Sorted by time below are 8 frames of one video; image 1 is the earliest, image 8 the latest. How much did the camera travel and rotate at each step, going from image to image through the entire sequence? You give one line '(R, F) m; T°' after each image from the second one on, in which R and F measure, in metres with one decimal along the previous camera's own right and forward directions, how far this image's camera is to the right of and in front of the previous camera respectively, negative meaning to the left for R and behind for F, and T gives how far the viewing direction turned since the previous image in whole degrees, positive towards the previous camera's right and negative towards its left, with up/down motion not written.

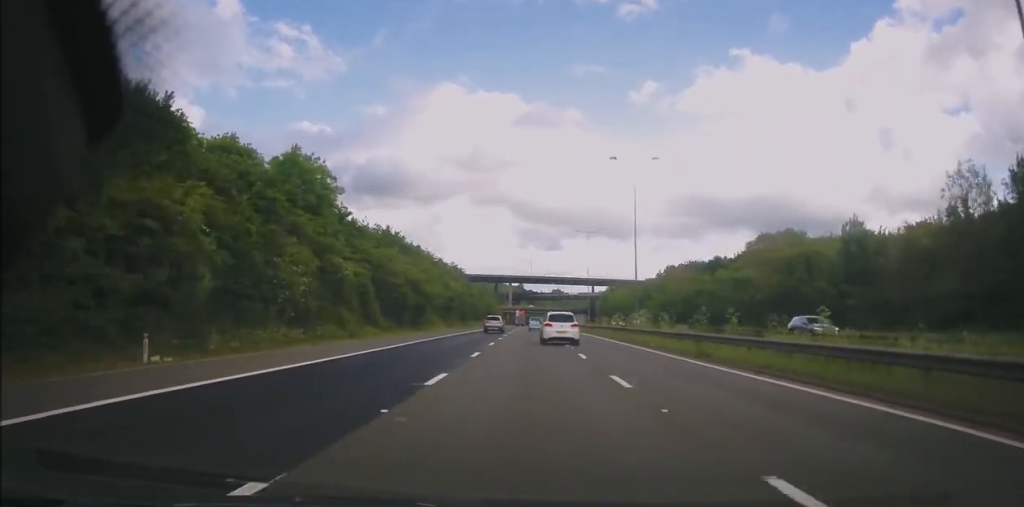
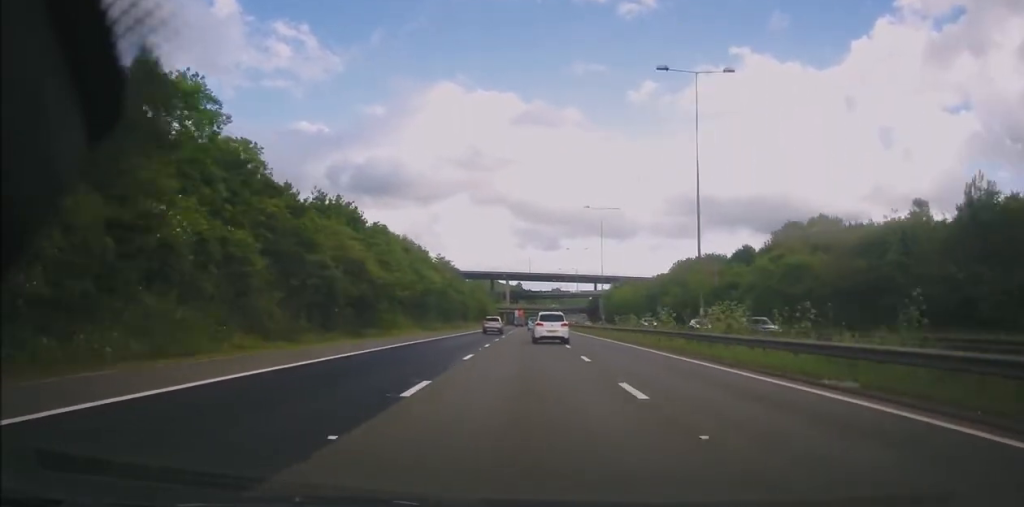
(+0.1, +19.6) m; 0°
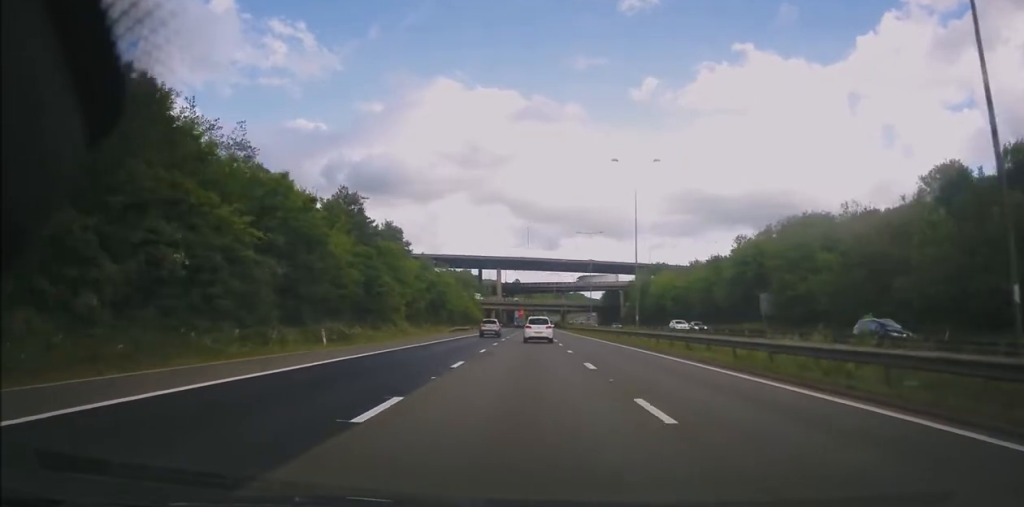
(+0.1, +65.1) m; 0°
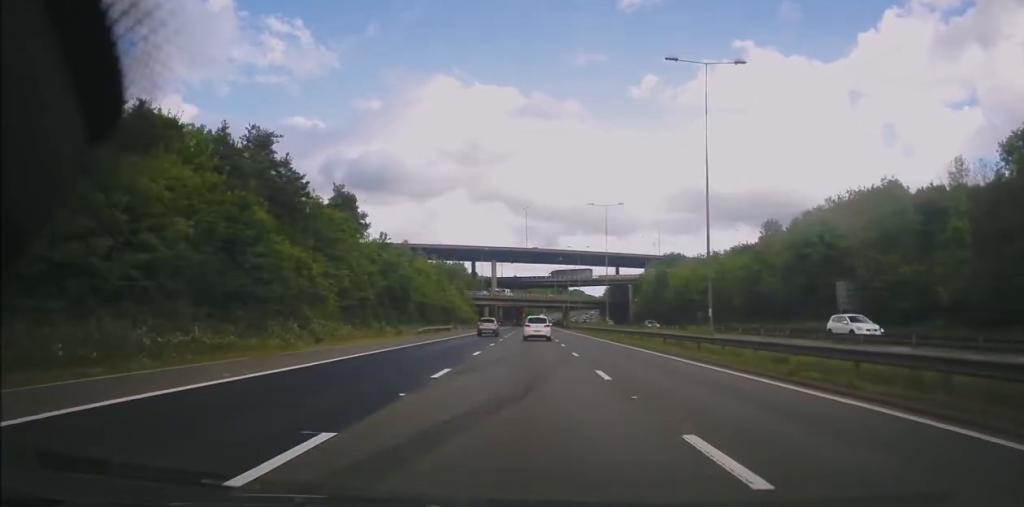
(0.0, +21.2) m; 0°
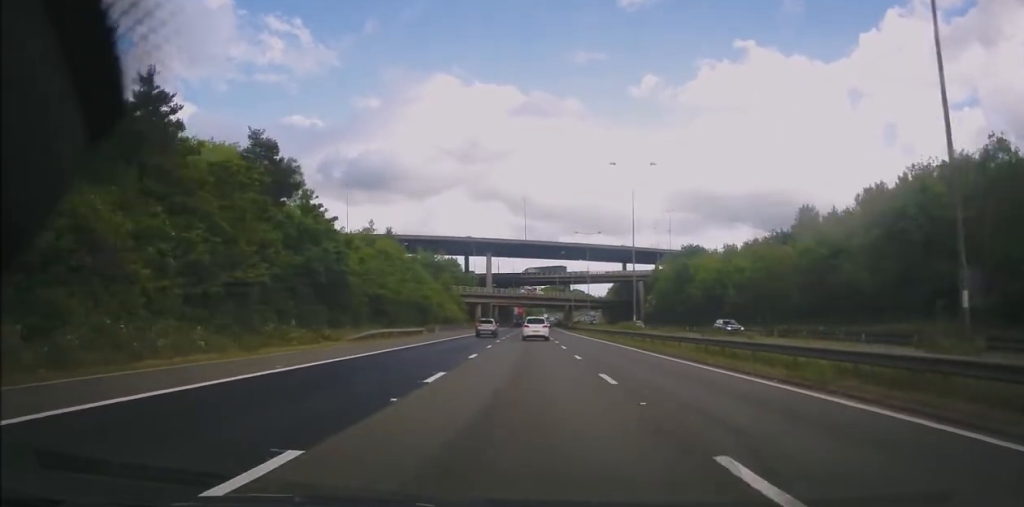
(0.0, +19.0) m; 0°
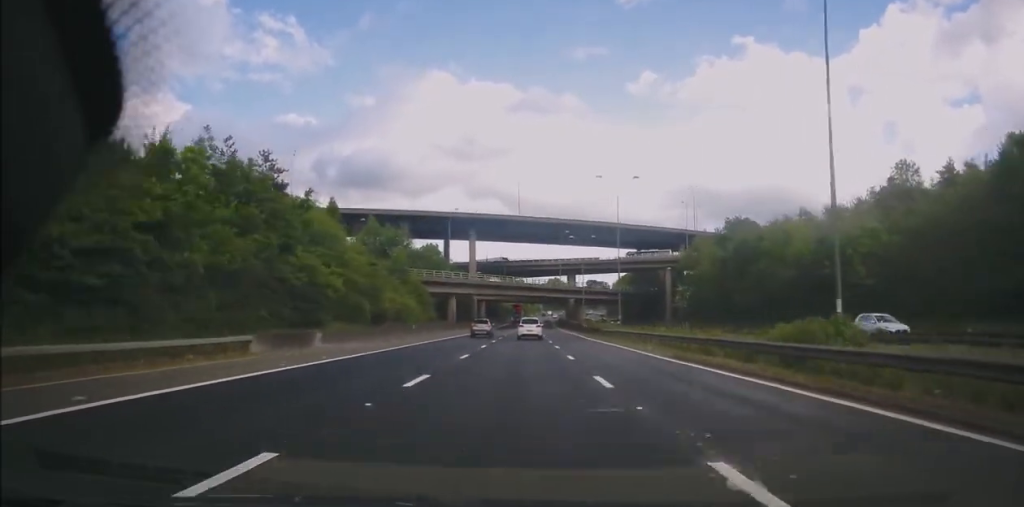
(0.0, +36.1) m; 0°
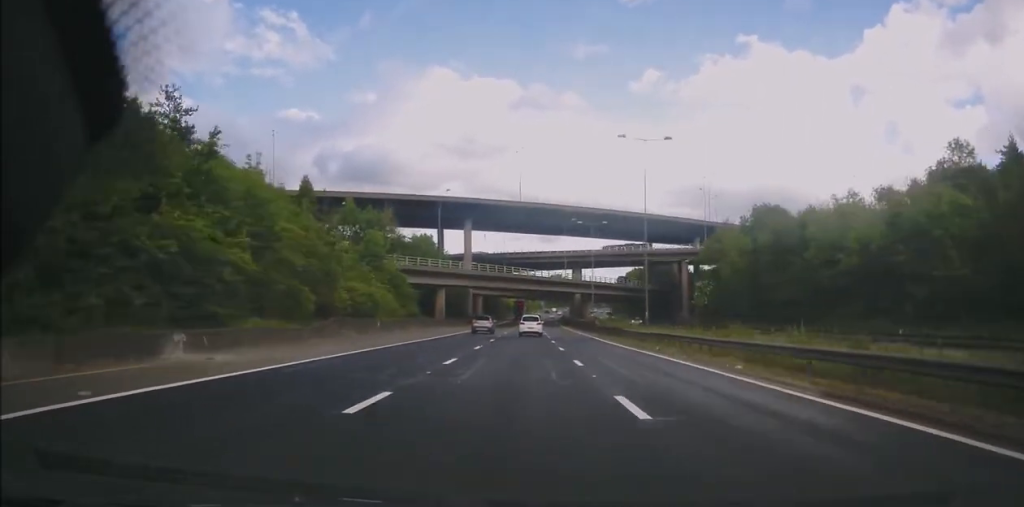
(0.0, +12.9) m; 0°
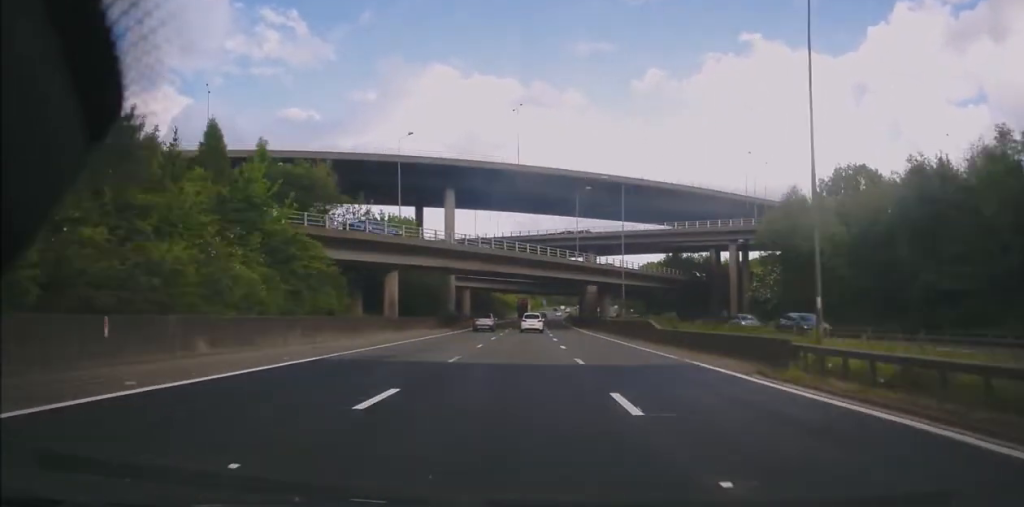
(0.0, +27.7) m; 0°
